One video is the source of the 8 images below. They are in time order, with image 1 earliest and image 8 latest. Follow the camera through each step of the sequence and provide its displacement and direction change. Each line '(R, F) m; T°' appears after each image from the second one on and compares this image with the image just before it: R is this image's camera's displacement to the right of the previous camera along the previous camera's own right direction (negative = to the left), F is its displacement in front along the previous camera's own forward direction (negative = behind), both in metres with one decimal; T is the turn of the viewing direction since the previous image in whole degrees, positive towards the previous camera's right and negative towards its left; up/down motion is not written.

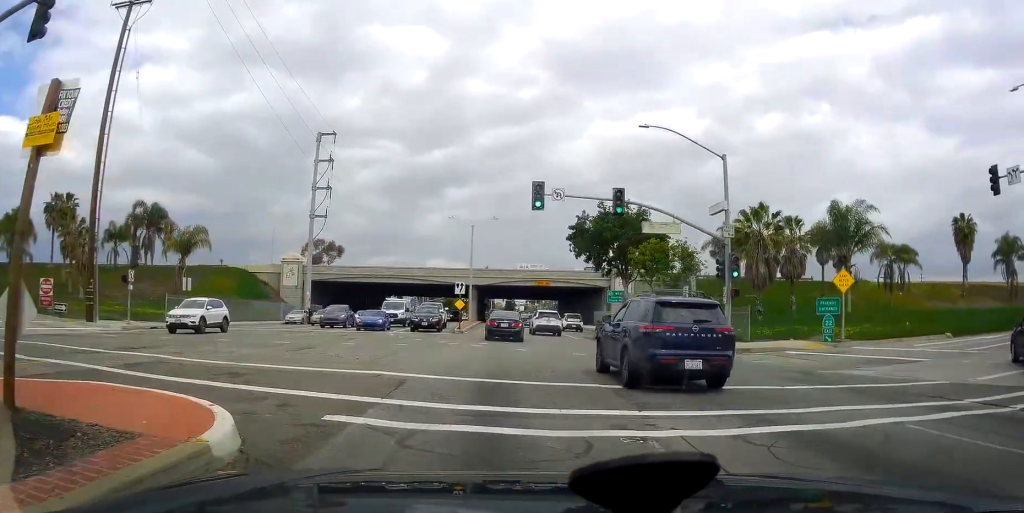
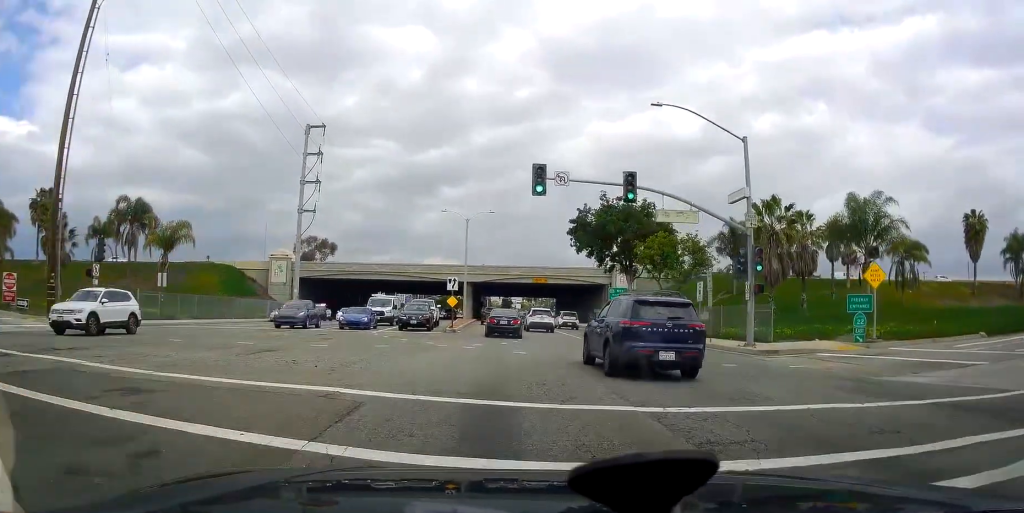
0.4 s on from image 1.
(+0.1, +3.1) m; +1°
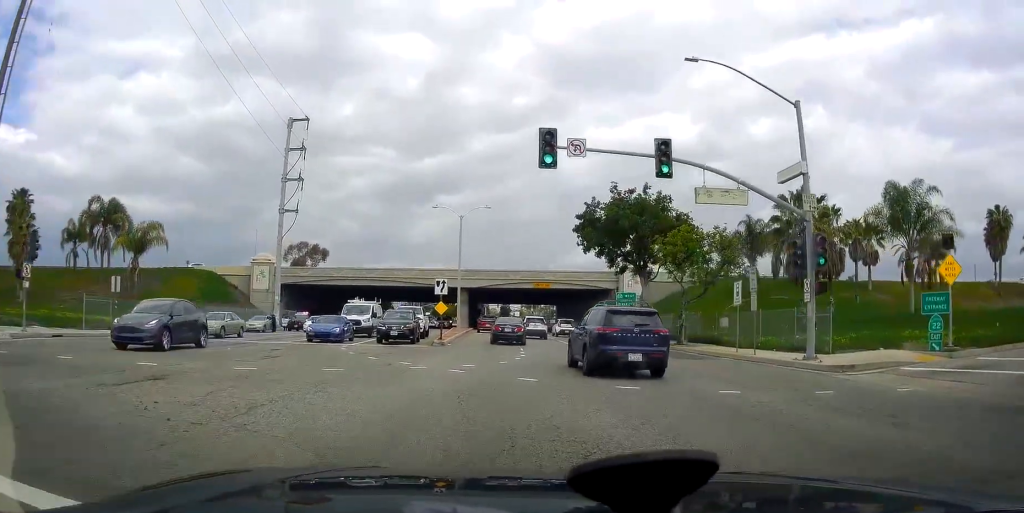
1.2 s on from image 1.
(+0.1, +5.5) m; +1°
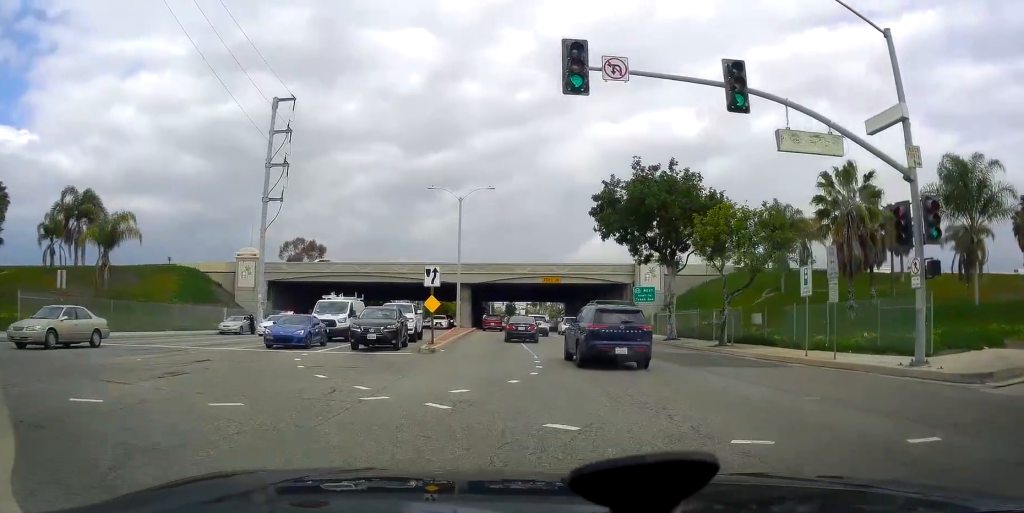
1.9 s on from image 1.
(0.0, +5.7) m; 0°
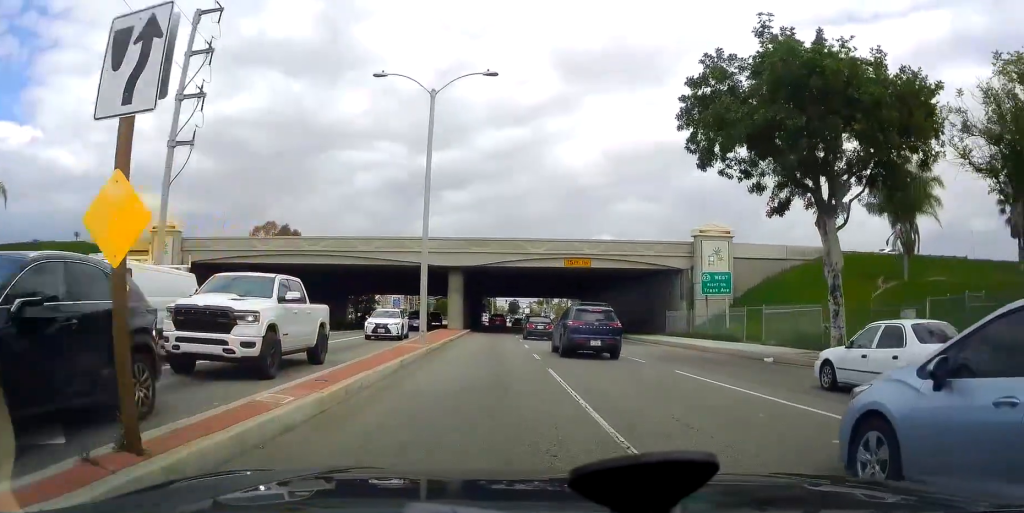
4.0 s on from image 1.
(0.0, +18.3) m; 0°
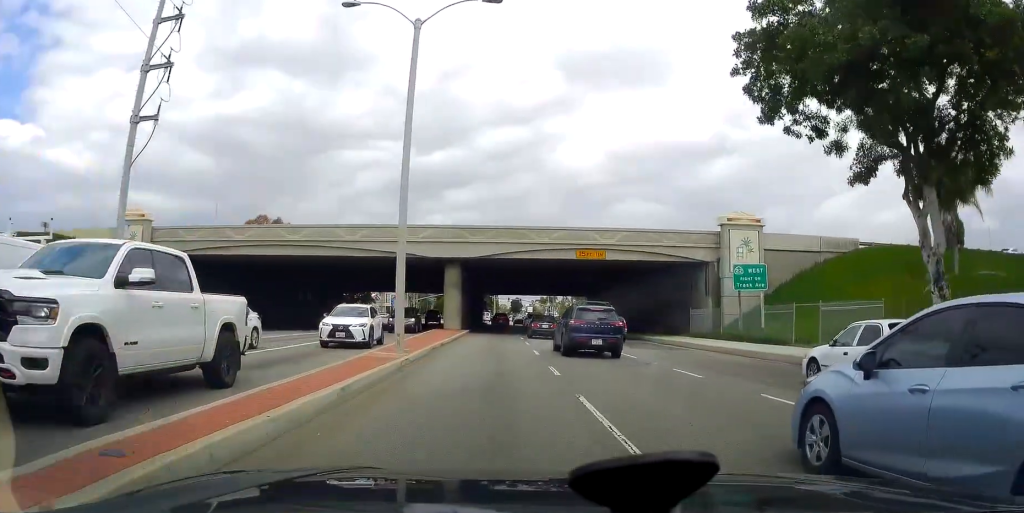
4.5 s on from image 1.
(0.0, +5.2) m; 0°
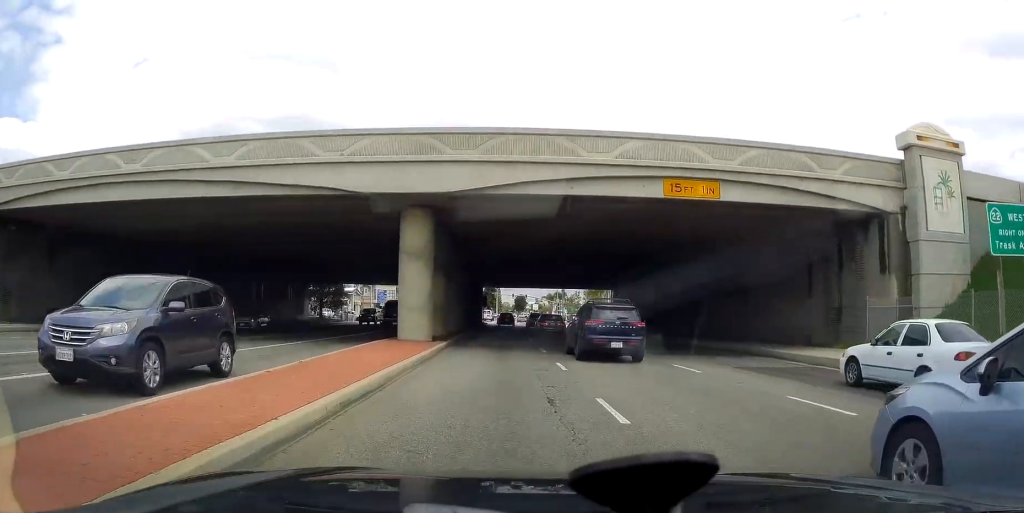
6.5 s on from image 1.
(0.0, +20.2) m; 0°
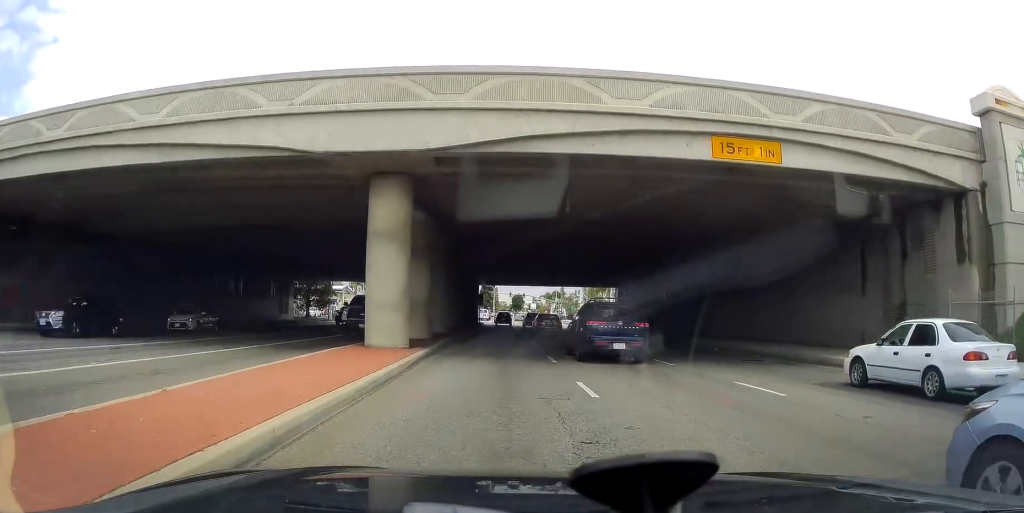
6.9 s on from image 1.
(0.0, +4.9) m; 0°
